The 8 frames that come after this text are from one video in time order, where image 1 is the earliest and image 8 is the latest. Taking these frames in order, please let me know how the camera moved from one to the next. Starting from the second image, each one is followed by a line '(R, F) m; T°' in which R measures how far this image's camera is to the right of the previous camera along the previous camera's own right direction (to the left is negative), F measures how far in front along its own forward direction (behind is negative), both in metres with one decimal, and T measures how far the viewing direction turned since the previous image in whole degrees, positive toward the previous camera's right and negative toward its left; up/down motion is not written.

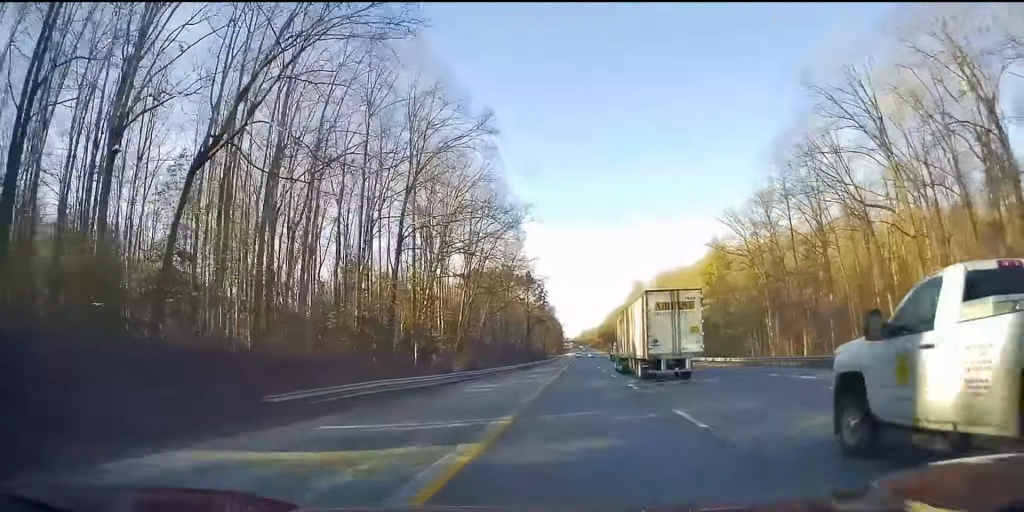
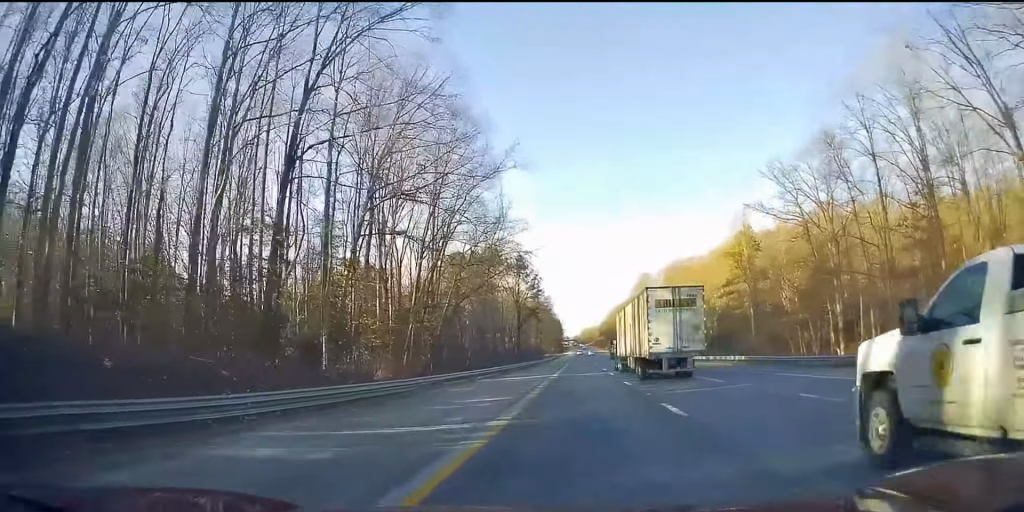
(-0.1, +23.6) m; 0°
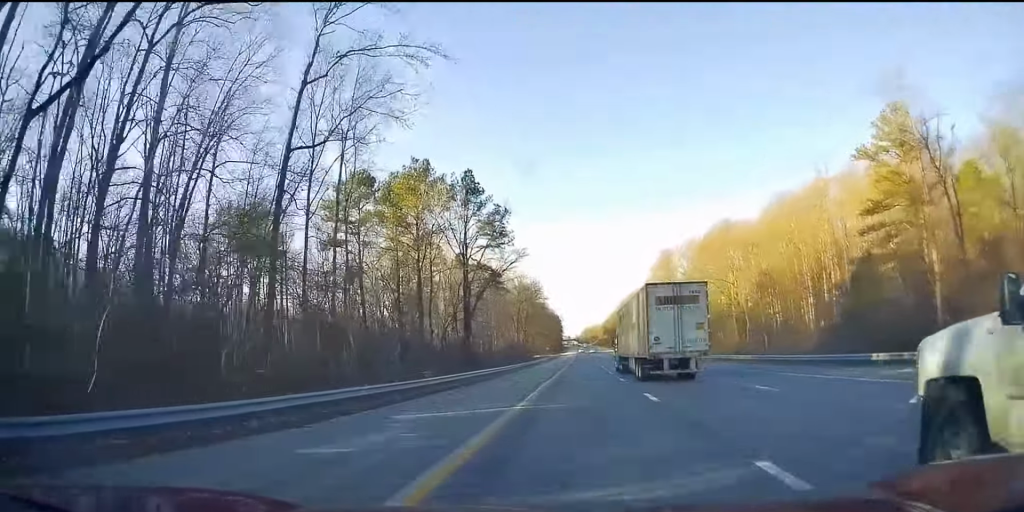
(+1.1, +58.9) m; 0°
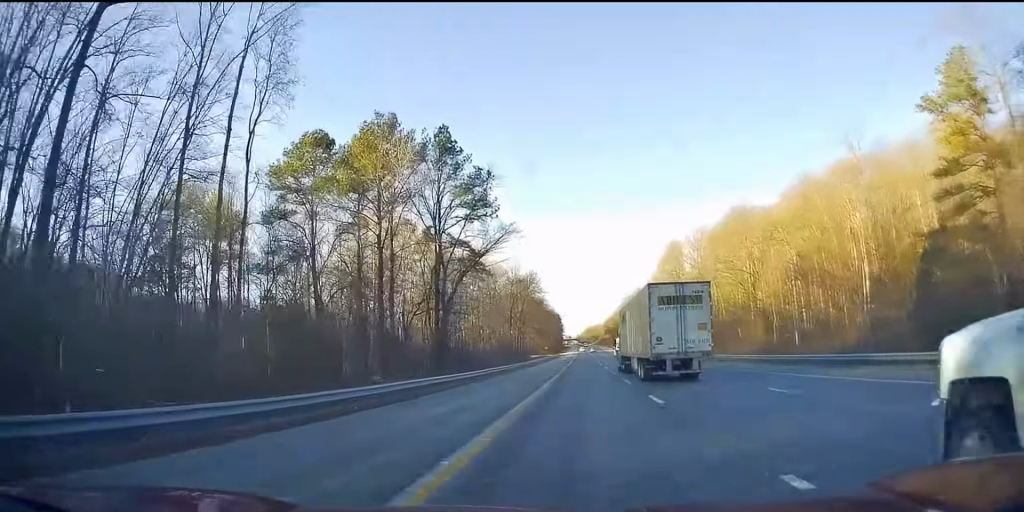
(-0.6, +13.3) m; 0°
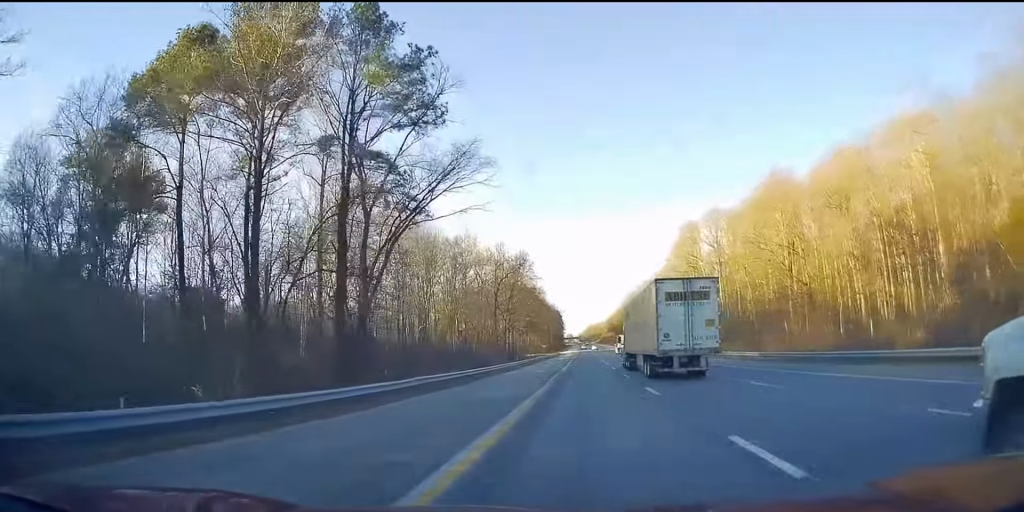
(-0.5, +21.8) m; 0°
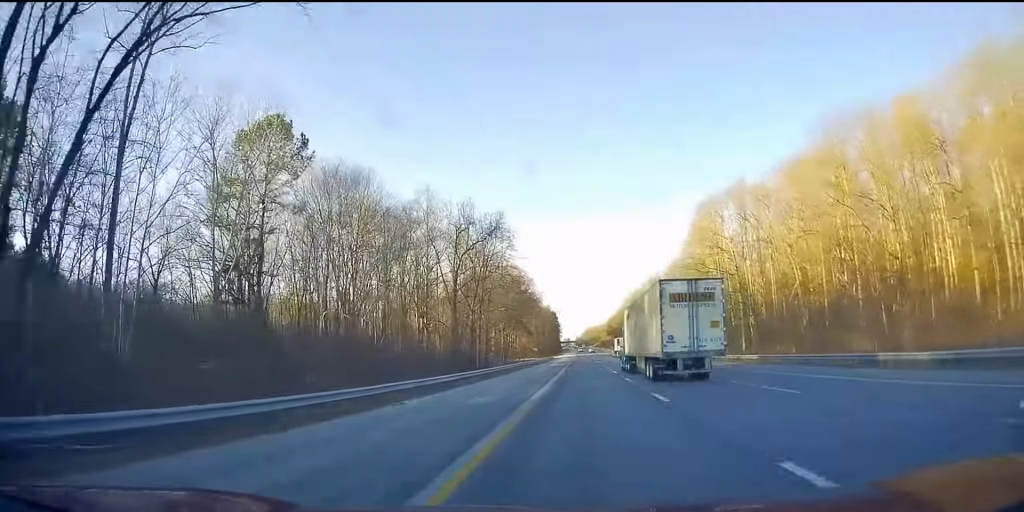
(+1.1, +27.0) m; +1°
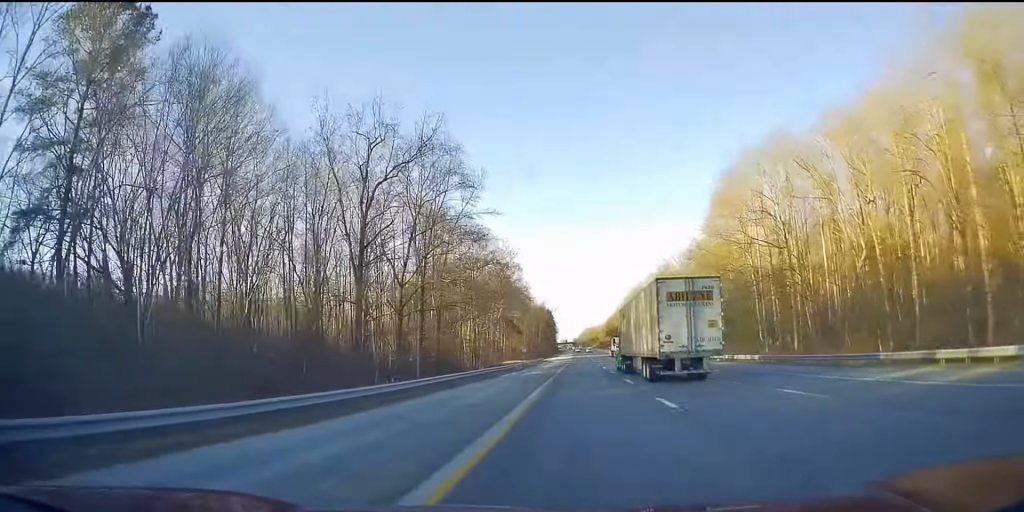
(-0.8, +26.4) m; 0°
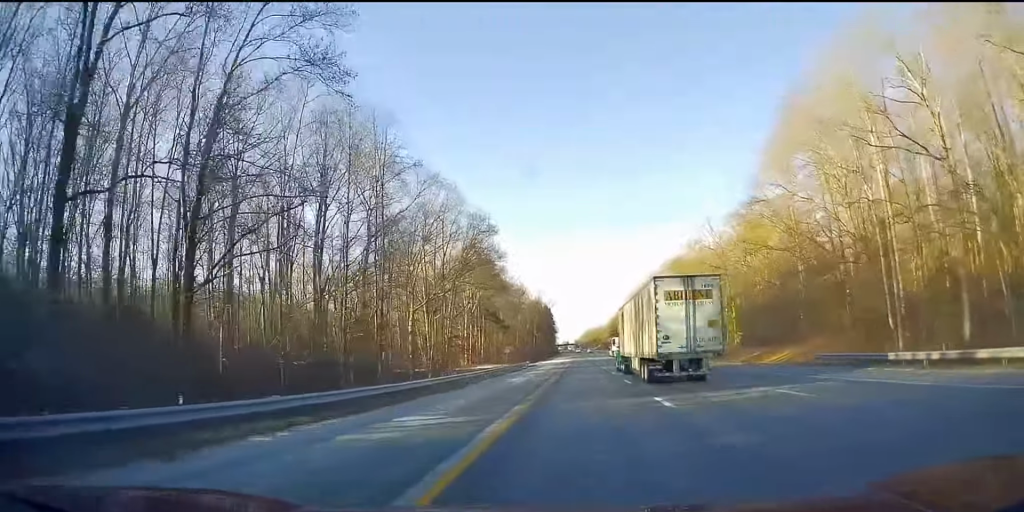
(+0.7, +36.8) m; 0°
